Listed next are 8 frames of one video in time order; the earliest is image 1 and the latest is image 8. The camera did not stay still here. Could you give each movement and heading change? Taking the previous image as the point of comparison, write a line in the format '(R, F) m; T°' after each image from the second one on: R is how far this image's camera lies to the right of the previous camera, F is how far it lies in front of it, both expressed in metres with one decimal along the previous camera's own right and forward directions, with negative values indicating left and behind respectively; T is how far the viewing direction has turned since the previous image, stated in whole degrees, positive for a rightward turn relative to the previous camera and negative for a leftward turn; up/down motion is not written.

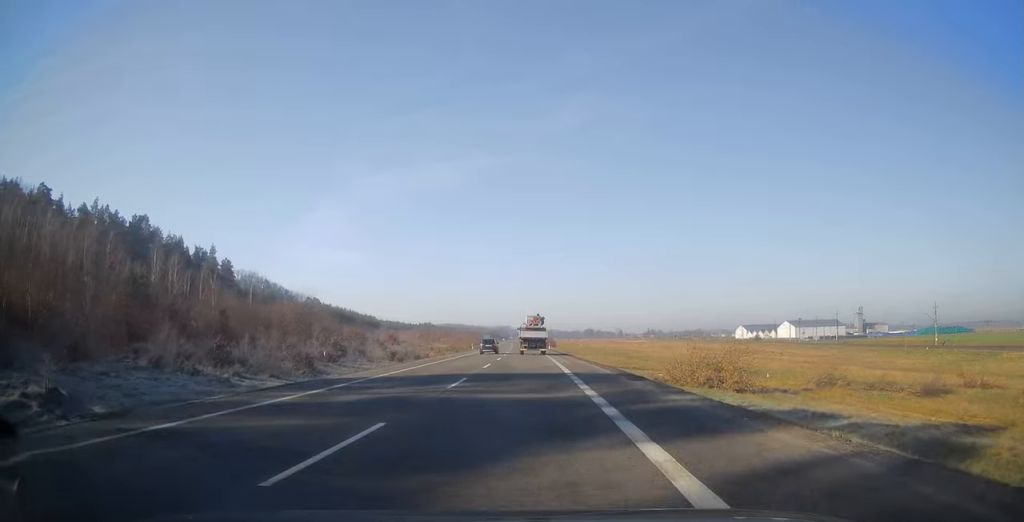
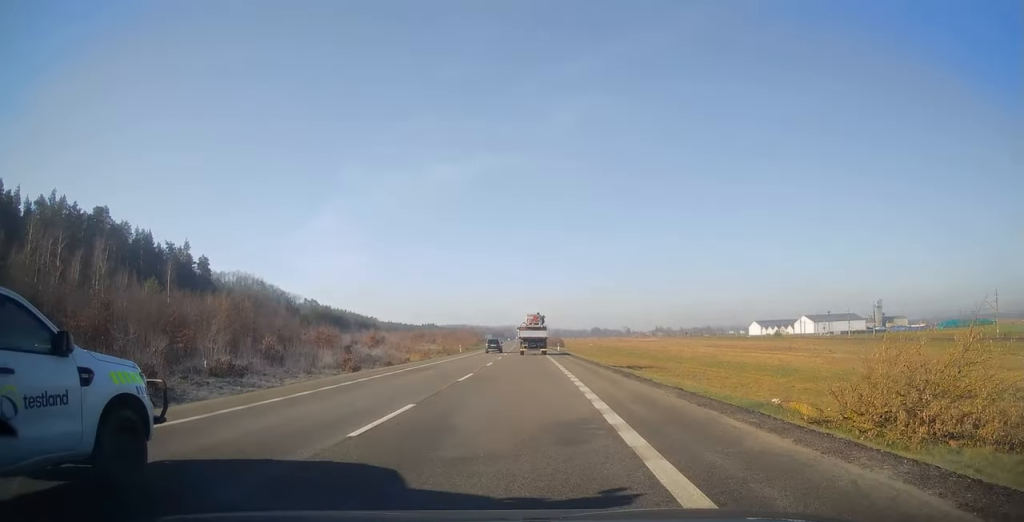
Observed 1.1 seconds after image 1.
(-0.1, +21.1) m; -1°
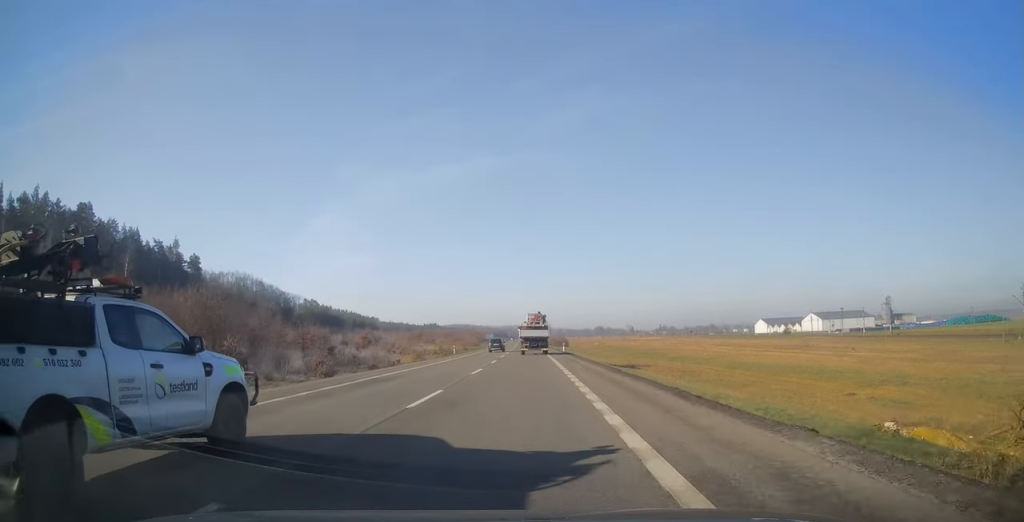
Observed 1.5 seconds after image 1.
(0.0, +8.0) m; 0°
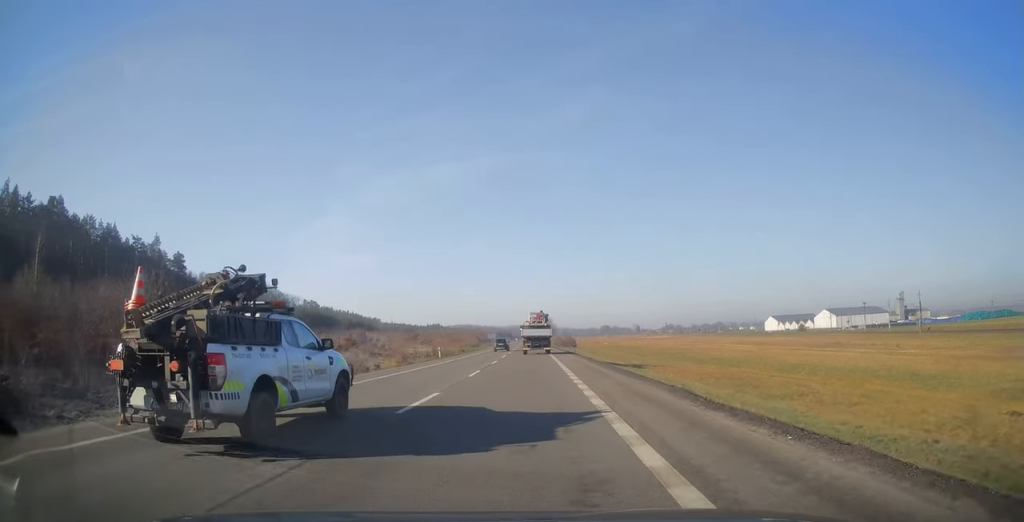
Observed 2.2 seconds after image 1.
(0.0, +13.2) m; 0°
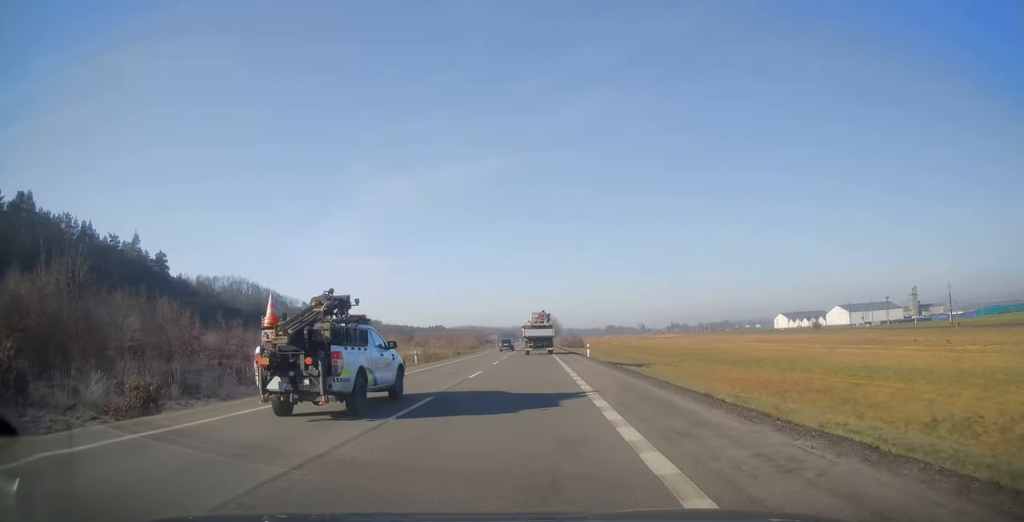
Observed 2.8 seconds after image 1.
(0.0, +12.7) m; -1°
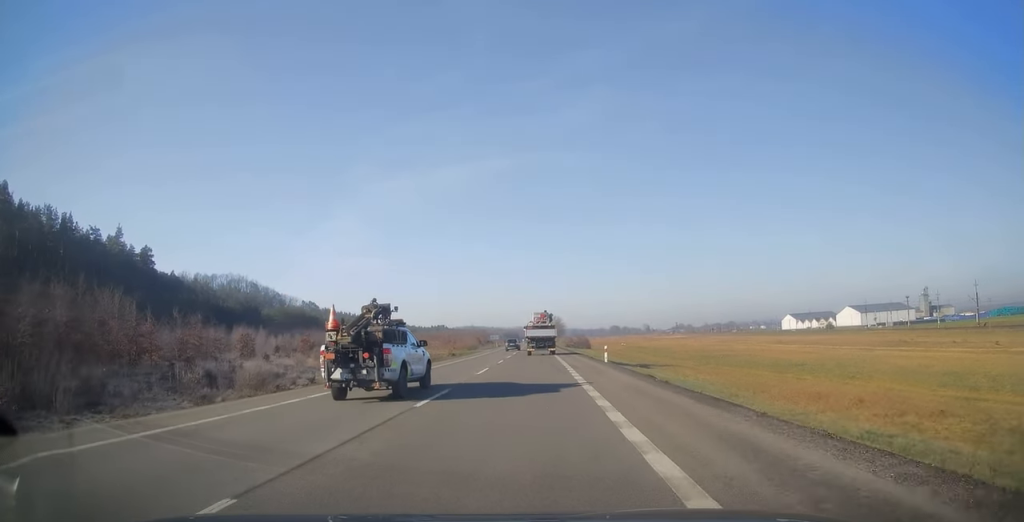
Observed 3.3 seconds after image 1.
(-0.1, +10.1) m; -1°
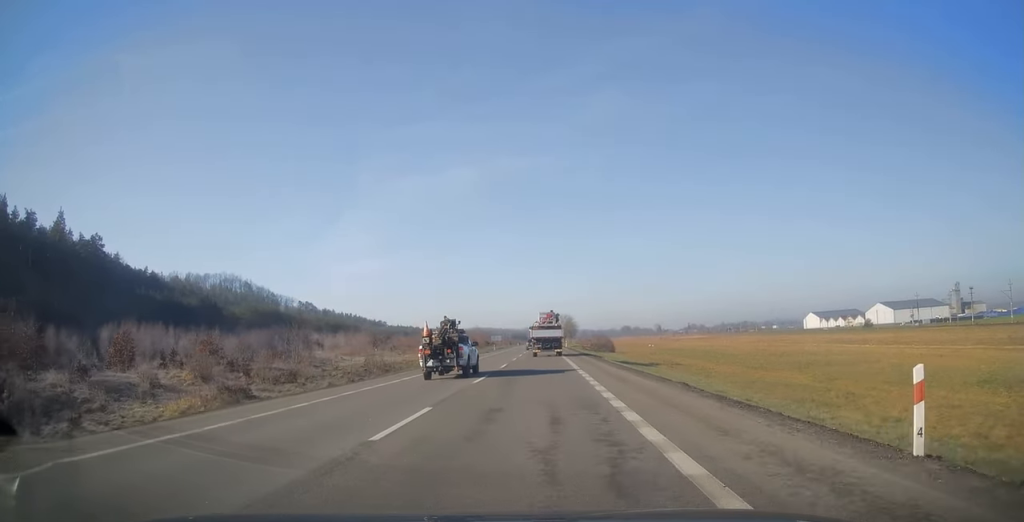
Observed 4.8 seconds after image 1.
(-0.3, +28.2) m; 0°
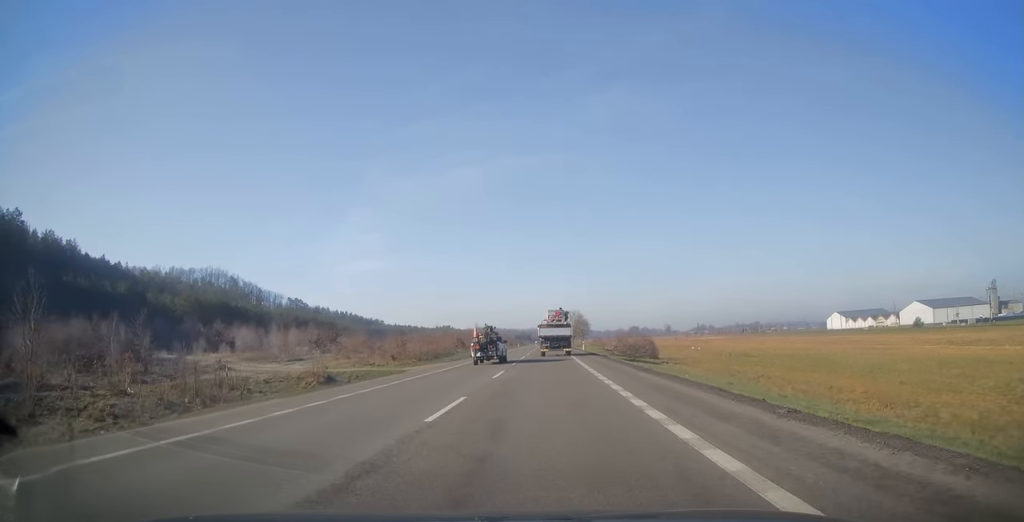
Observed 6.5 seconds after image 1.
(-0.1, +34.0) m; 0°
